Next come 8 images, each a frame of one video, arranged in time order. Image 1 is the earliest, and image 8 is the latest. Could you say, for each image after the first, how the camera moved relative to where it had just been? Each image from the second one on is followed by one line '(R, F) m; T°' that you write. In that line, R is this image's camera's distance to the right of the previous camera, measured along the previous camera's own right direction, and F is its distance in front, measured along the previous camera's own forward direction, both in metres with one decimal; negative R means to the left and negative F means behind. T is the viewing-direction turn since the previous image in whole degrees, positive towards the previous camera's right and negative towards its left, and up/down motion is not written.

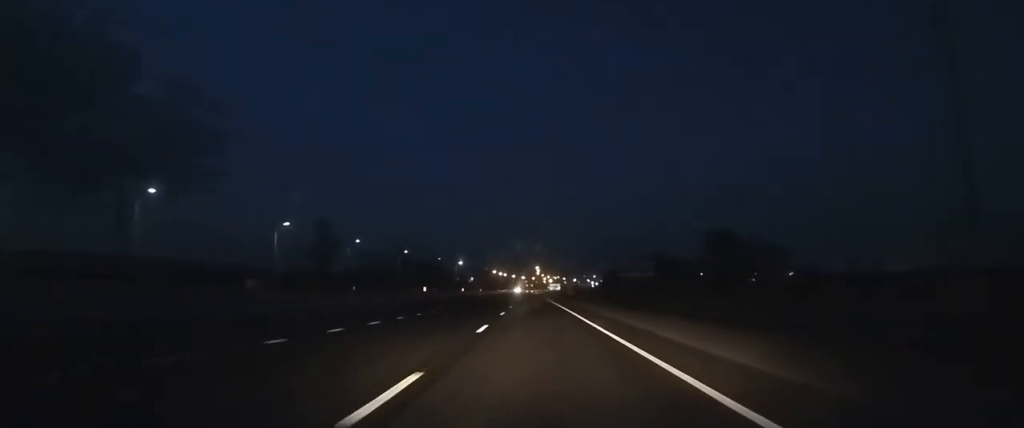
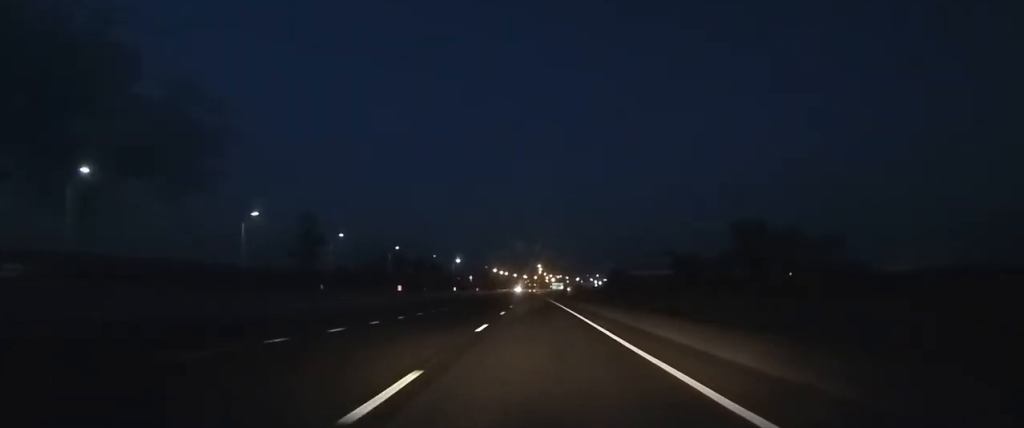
(0.0, +13.2) m; 0°
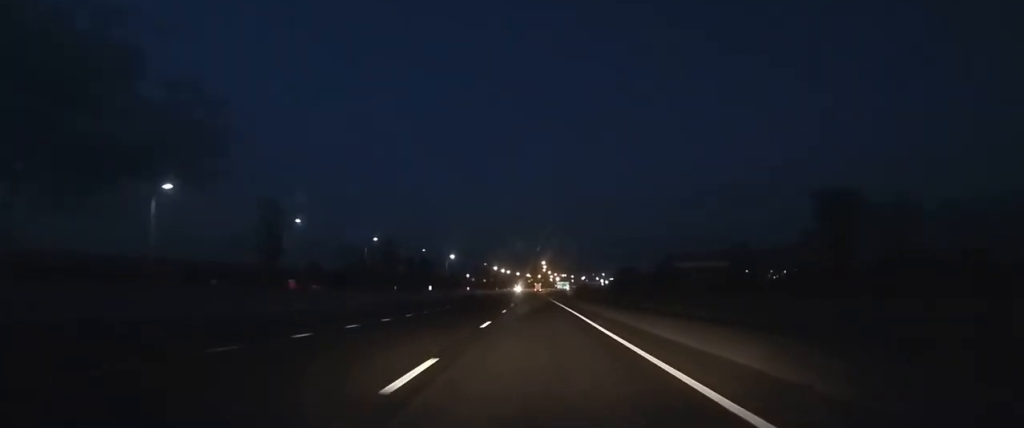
(0.0, +26.8) m; 0°
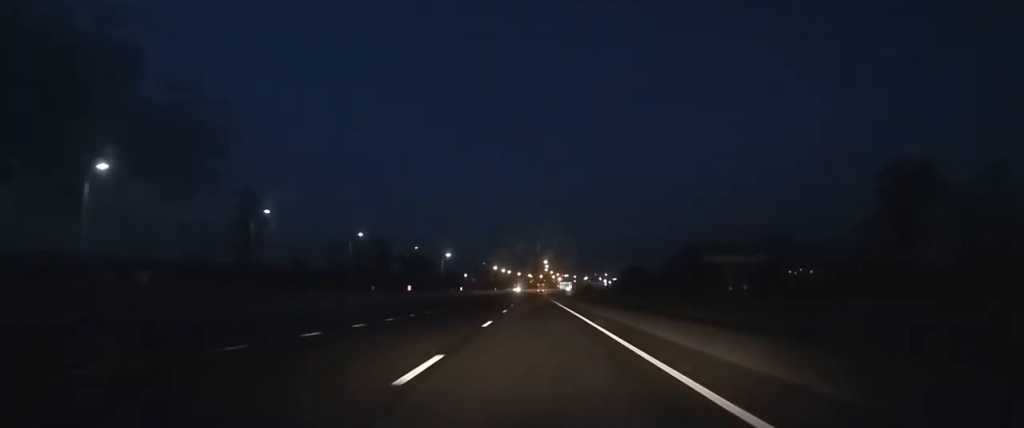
(0.0, +12.9) m; 0°
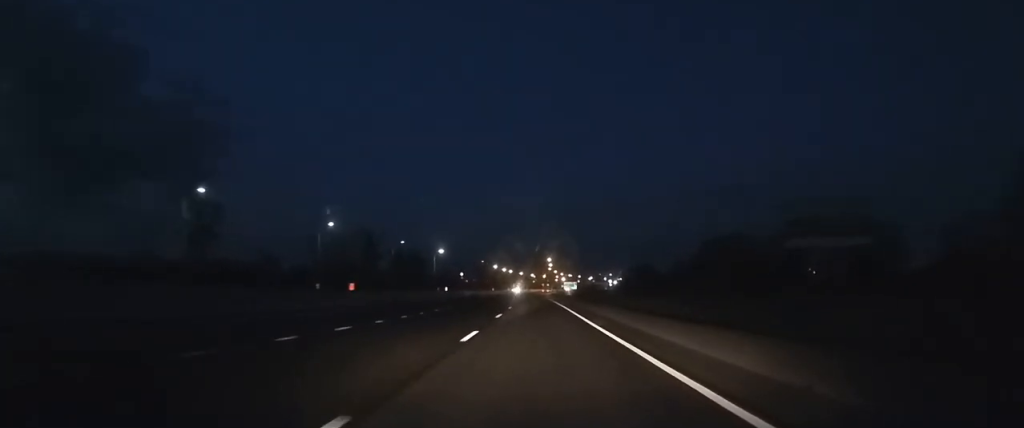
(-0.1, +18.4) m; -1°
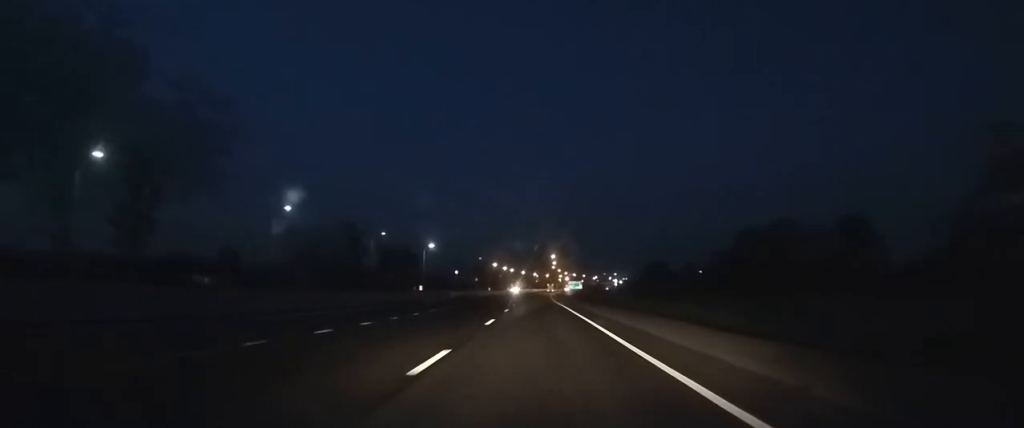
(-0.1, +17.1) m; 0°
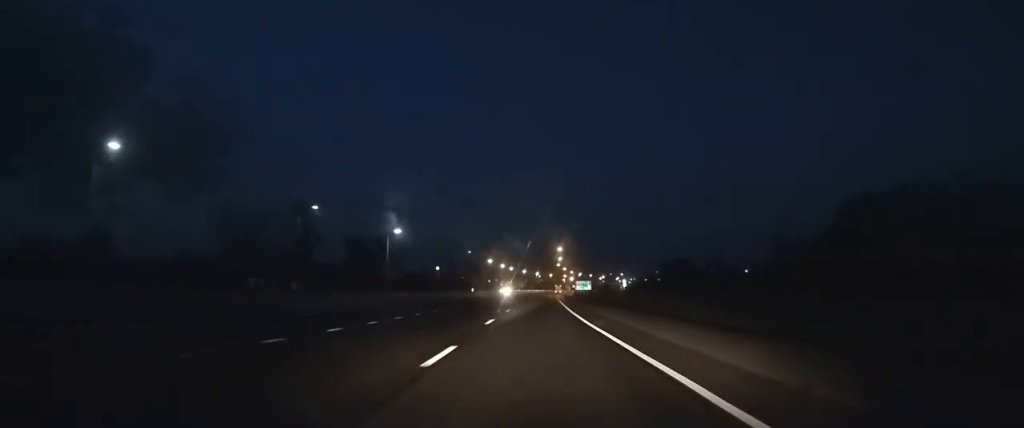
(-0.1, +32.3) m; 0°
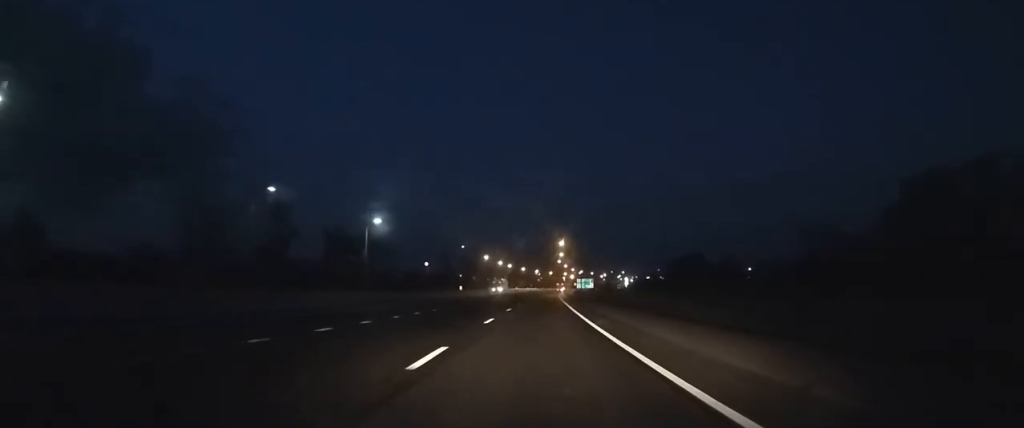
(0.0, +13.0) m; 0°
